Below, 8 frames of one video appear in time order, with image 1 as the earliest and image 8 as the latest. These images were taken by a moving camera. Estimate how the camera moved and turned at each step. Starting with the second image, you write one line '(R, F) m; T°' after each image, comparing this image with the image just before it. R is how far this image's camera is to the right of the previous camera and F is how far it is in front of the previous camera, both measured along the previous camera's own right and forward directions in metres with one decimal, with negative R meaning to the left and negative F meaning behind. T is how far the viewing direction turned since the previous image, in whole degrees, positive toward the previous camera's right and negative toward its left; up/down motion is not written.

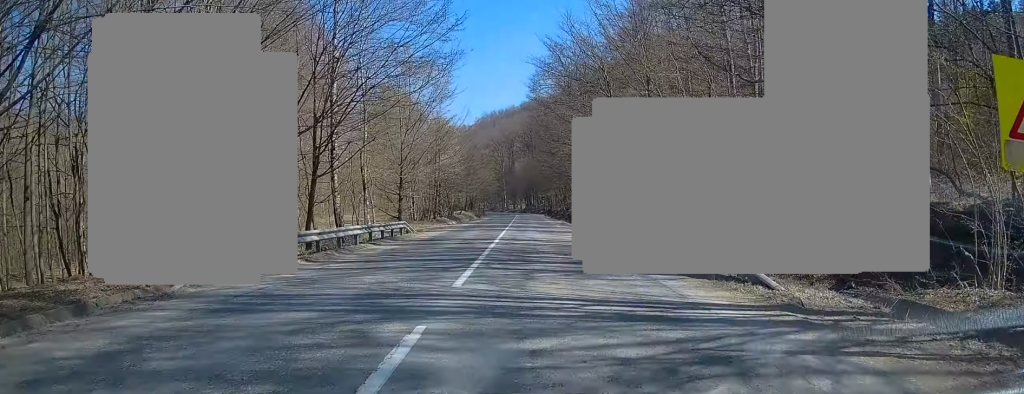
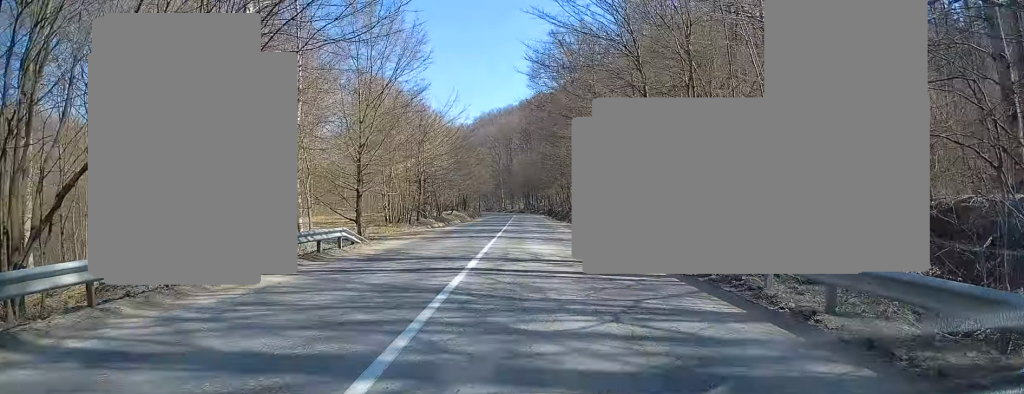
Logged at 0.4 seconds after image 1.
(0.0, +9.4) m; 0°
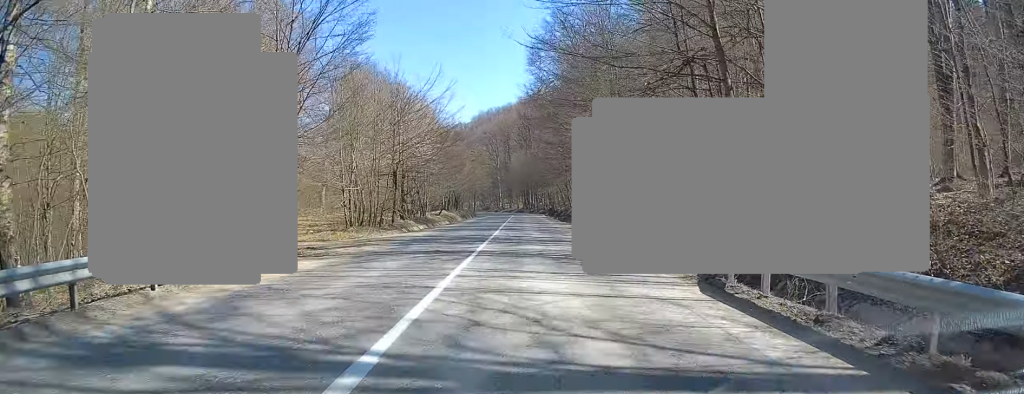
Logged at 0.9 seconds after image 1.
(0.0, +10.1) m; 0°
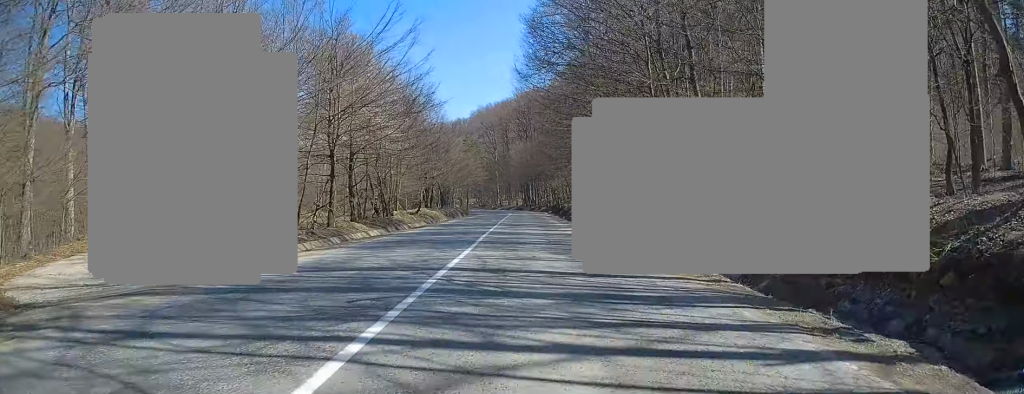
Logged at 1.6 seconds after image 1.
(0.0, +15.2) m; 0°
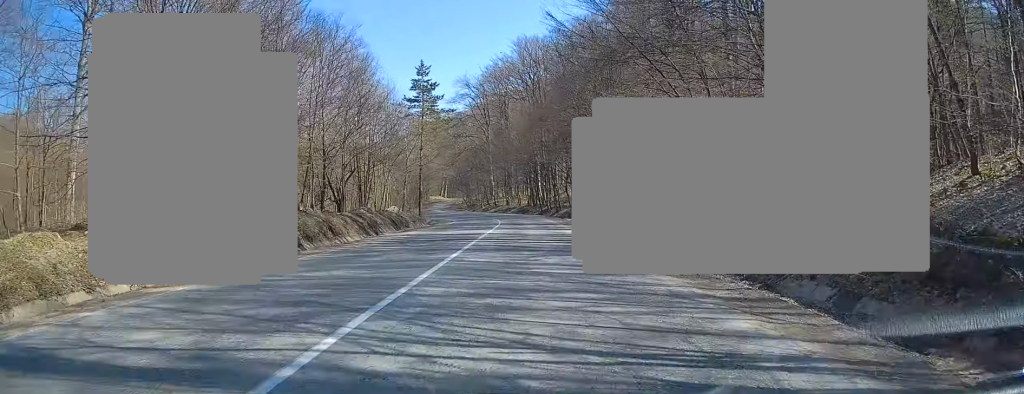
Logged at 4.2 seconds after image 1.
(-0.7, +52.1) m; 0°
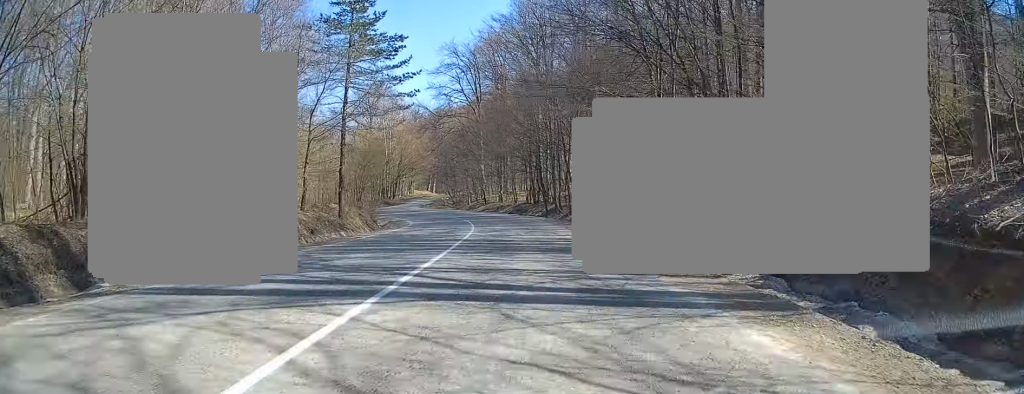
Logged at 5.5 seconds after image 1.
(+0.3, +23.1) m; +1°
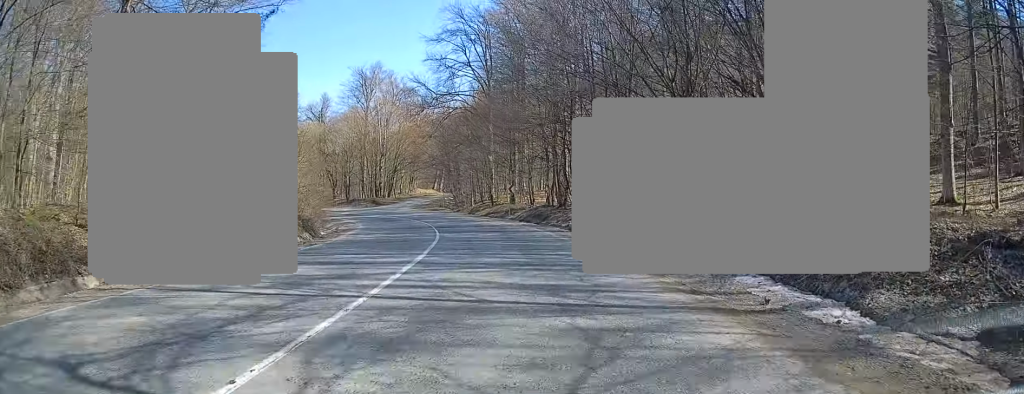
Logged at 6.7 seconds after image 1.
(-0.1, +19.5) m; -3°
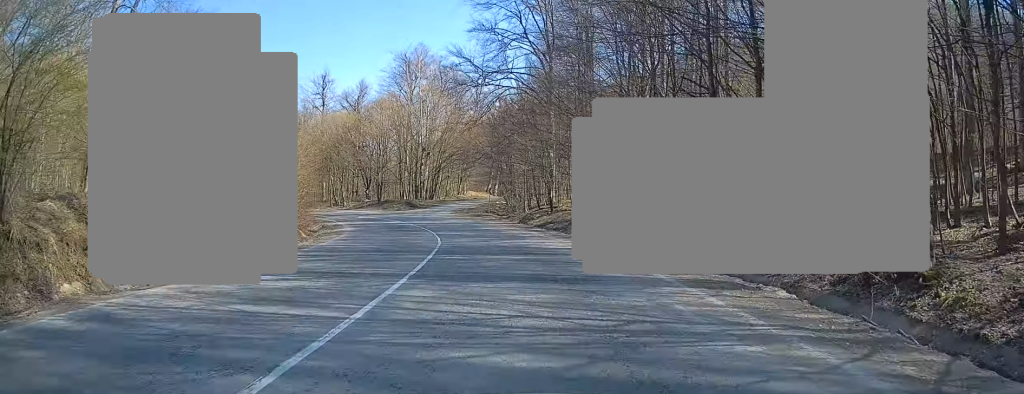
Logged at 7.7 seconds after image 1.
(-0.6, +14.9) m; -6°
